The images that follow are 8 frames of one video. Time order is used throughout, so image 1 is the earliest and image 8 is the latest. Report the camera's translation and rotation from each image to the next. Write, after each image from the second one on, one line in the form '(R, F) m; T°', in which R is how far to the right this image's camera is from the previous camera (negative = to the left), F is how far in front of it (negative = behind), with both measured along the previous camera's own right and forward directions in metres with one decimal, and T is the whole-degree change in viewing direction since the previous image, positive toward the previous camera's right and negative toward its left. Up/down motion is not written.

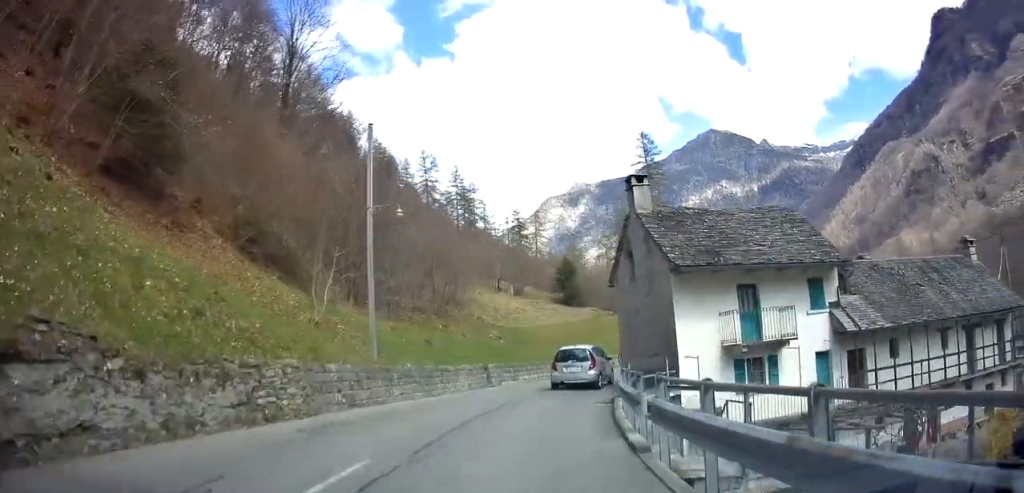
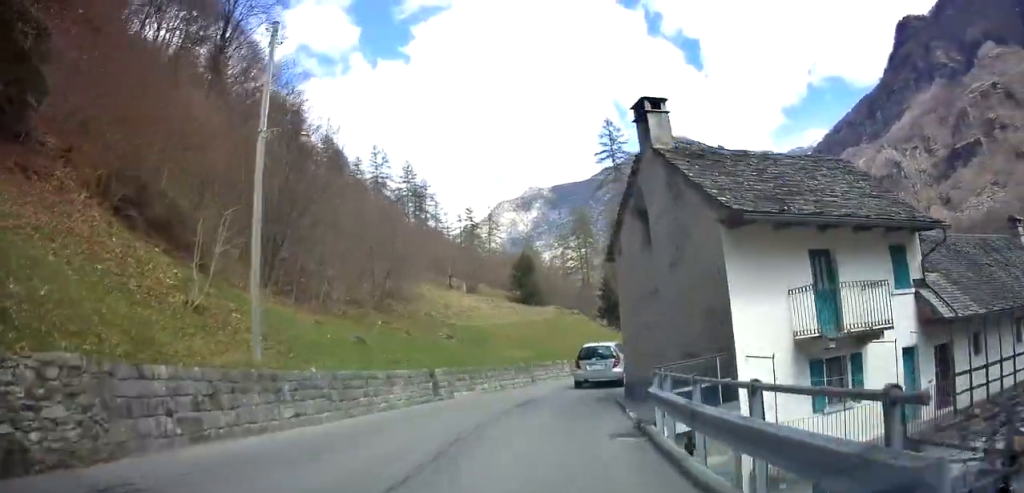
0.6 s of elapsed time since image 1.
(+0.4, +6.7) m; +4°
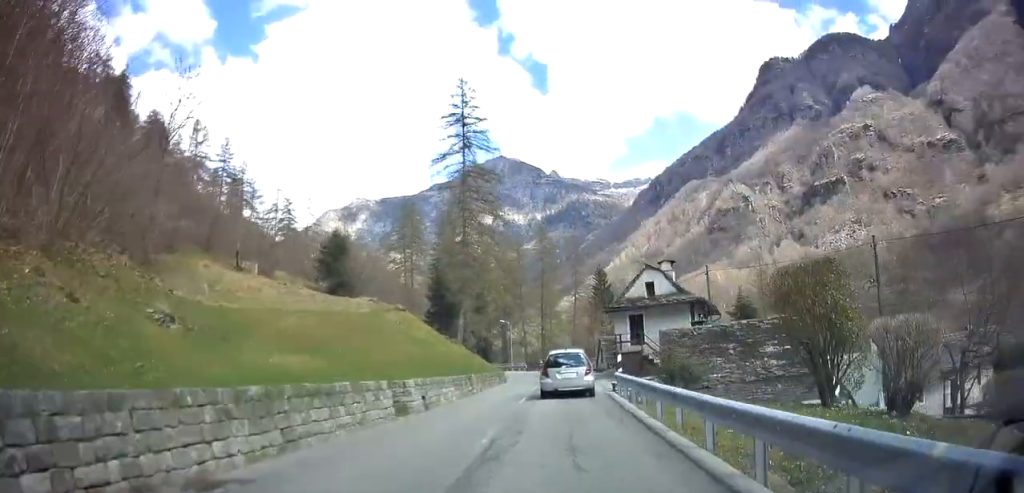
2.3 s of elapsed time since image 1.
(+1.5, +16.7) m; +12°
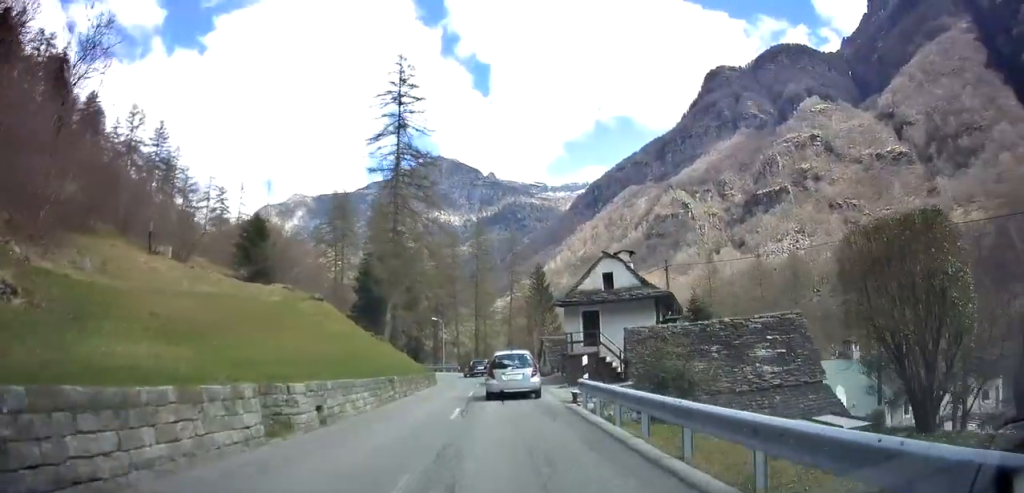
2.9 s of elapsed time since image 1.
(+0.1, +4.9) m; +6°
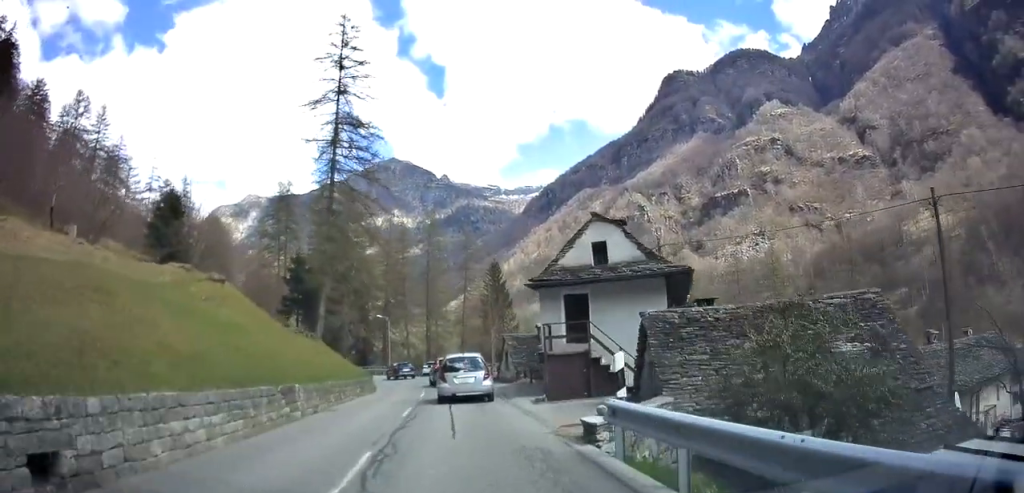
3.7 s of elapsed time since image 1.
(+0.7, +7.3) m; +8°
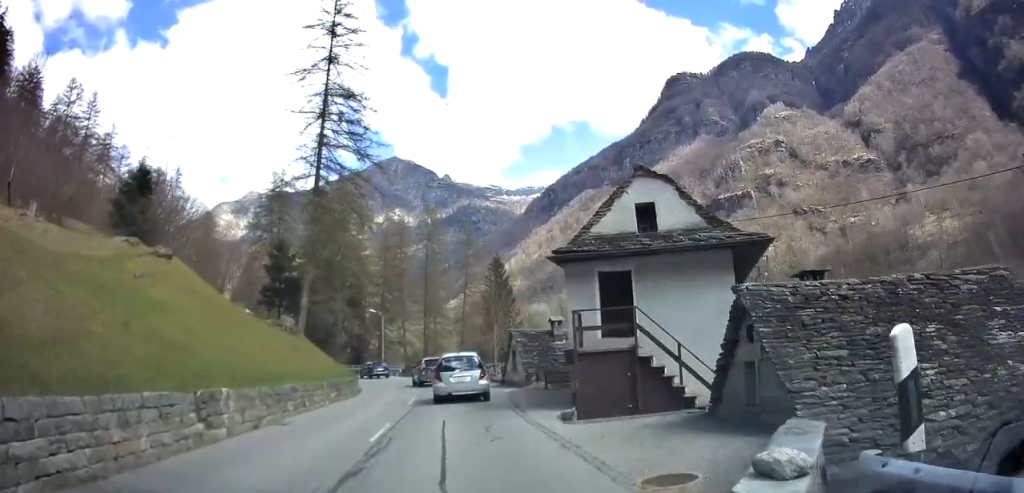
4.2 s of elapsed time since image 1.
(+0.3, +5.2) m; +4°
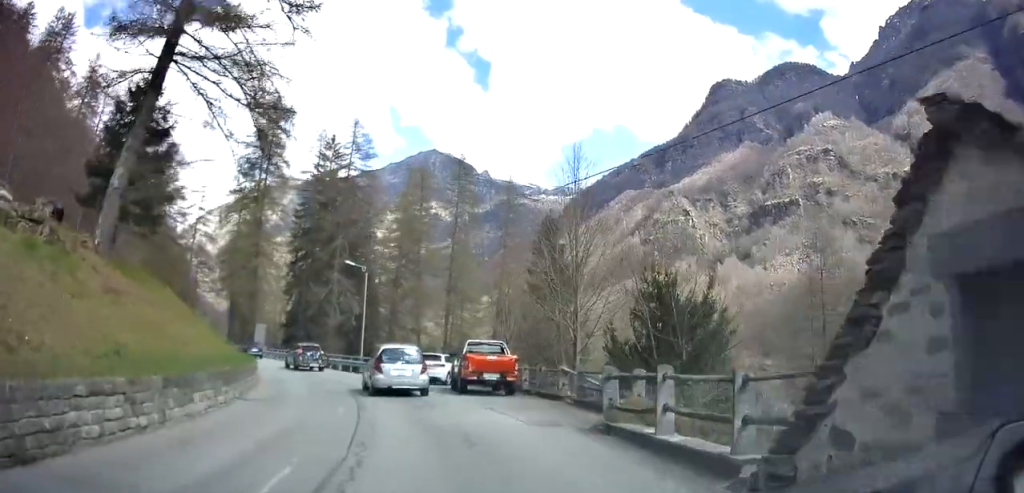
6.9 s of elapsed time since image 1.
(-0.8, +21.9) m; -8°
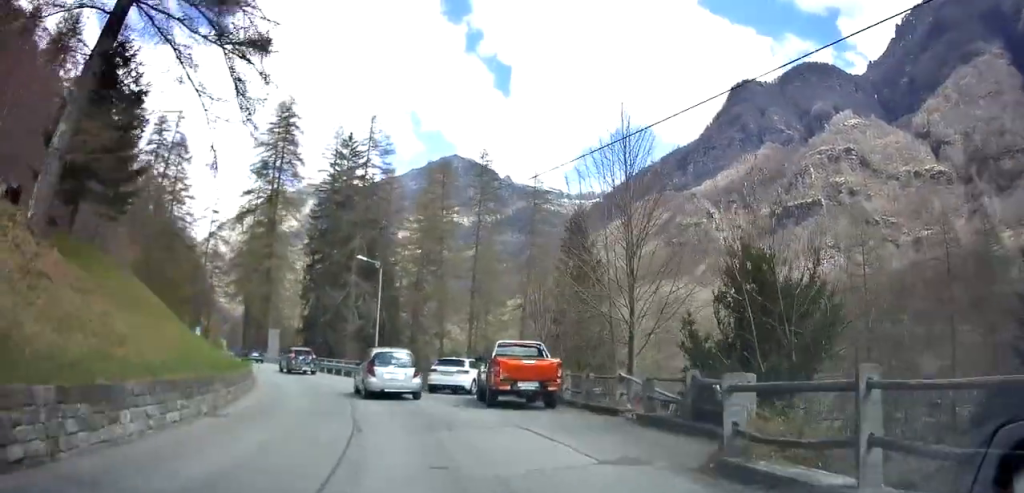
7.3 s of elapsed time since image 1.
(-0.1, +3.5) m; -2°
